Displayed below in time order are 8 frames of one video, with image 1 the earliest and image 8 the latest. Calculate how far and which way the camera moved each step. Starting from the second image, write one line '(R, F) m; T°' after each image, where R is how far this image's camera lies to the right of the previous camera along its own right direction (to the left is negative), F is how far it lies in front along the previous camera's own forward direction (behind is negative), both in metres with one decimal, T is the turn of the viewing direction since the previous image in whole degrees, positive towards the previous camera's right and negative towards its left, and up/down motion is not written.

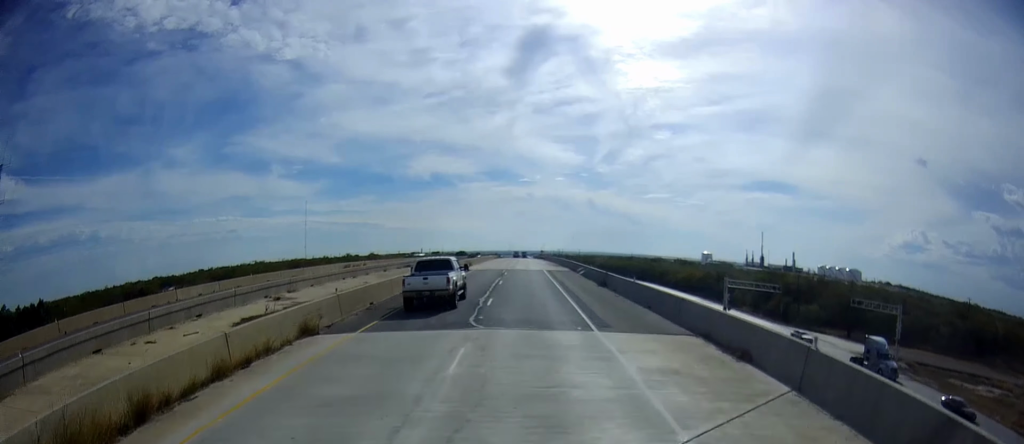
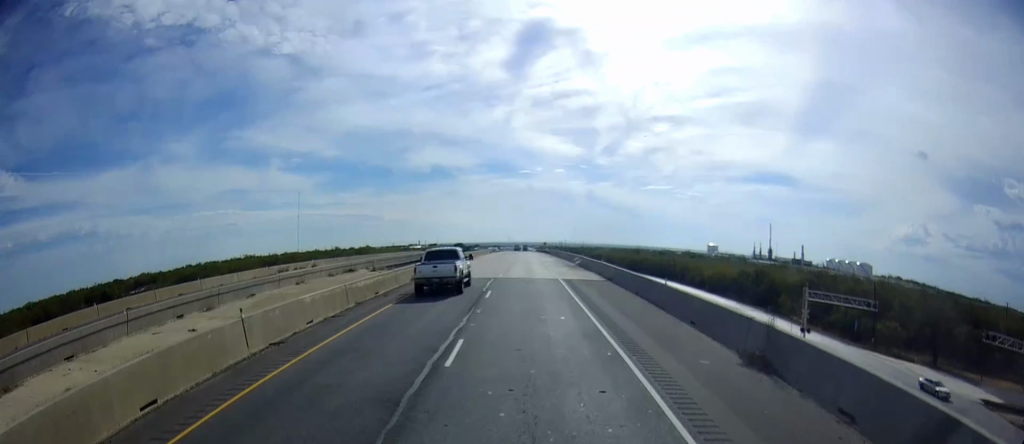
(-0.9, +27.2) m; 0°
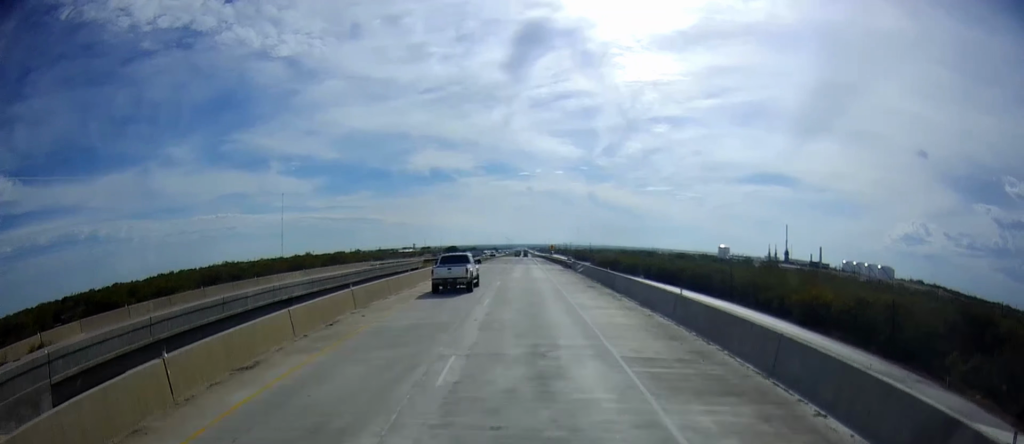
(+2.6, +53.5) m; +3°
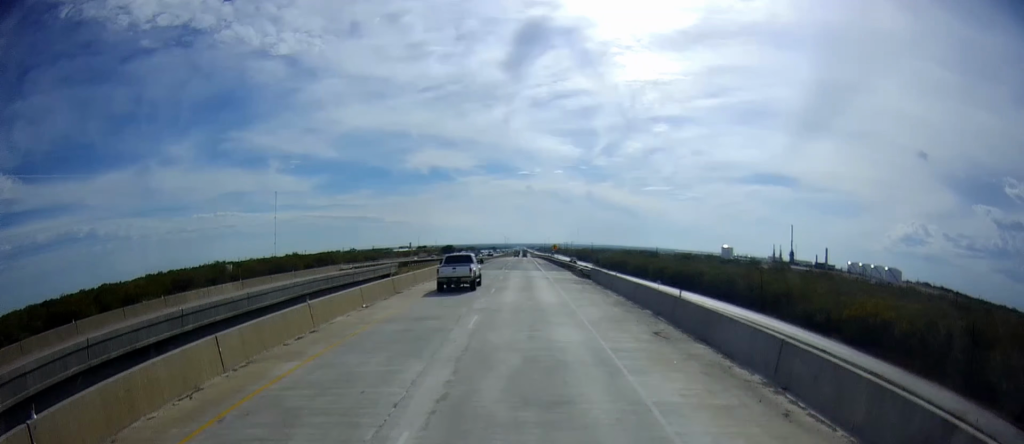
(-0.1, +18.7) m; 0°
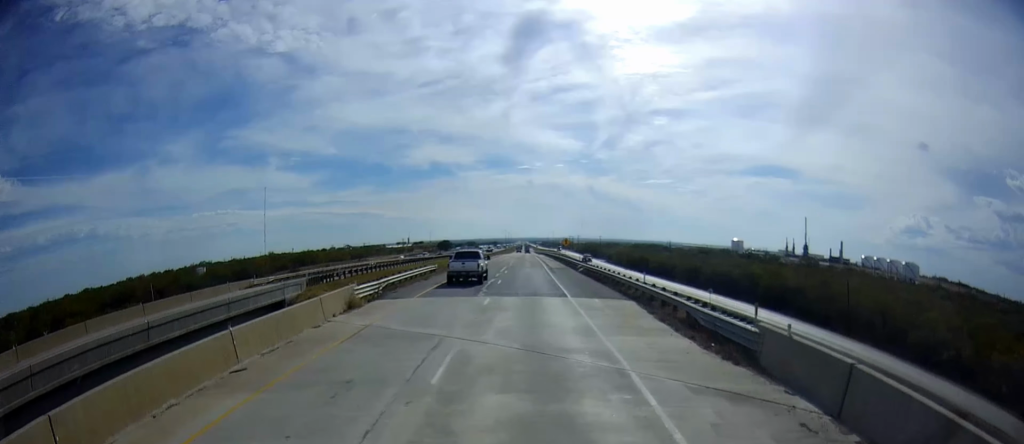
(-0.4, +33.9) m; -1°
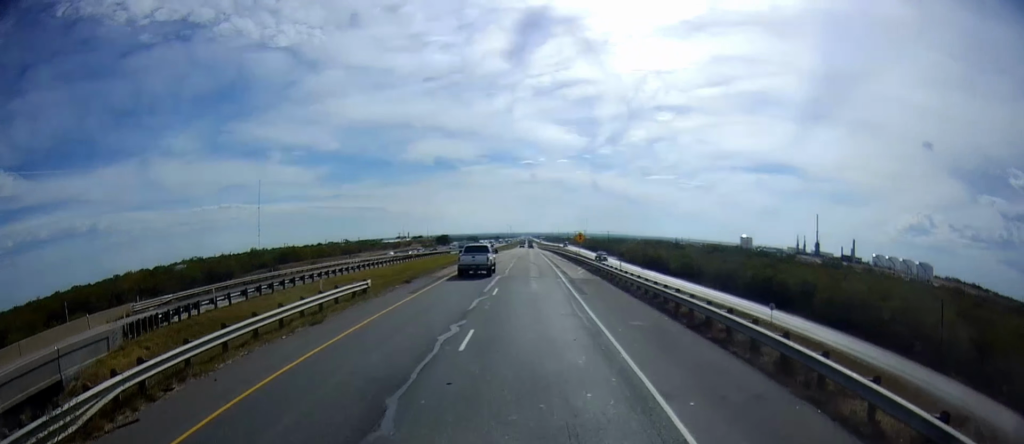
(0.0, +22.9) m; 0°
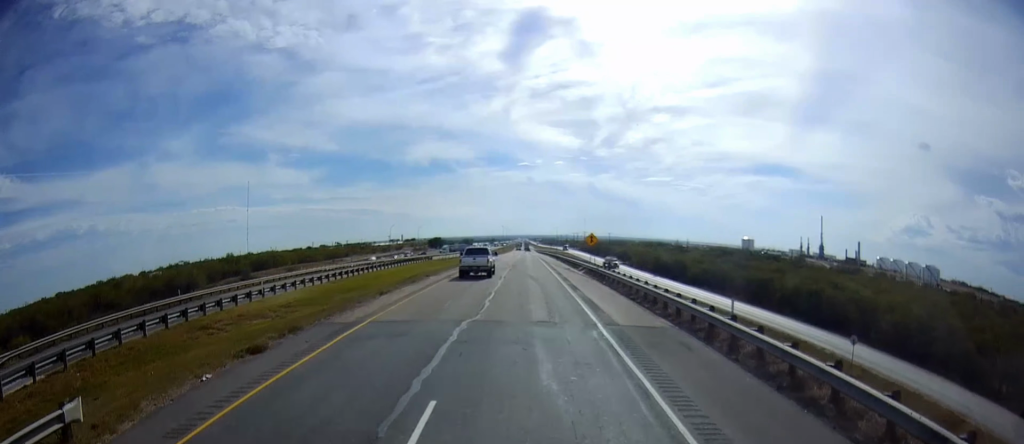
(-0.1, +20.0) m; 0°
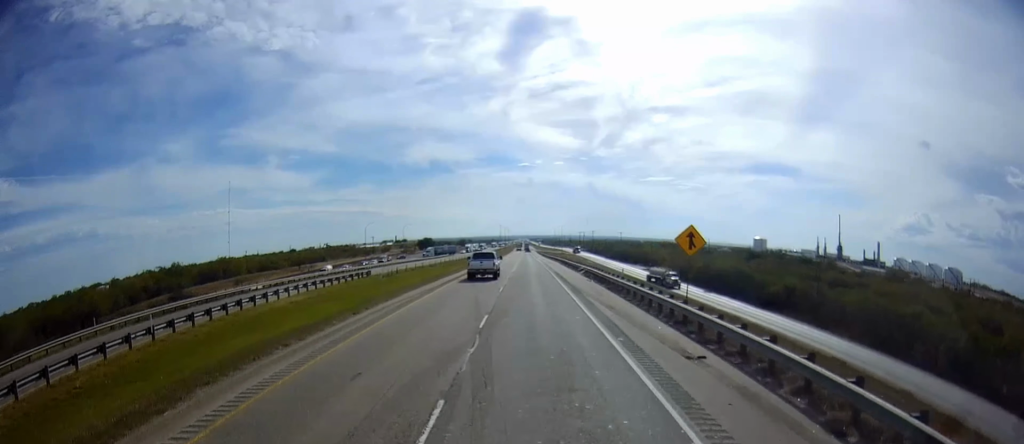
(+0.1, +42.9) m; 0°
